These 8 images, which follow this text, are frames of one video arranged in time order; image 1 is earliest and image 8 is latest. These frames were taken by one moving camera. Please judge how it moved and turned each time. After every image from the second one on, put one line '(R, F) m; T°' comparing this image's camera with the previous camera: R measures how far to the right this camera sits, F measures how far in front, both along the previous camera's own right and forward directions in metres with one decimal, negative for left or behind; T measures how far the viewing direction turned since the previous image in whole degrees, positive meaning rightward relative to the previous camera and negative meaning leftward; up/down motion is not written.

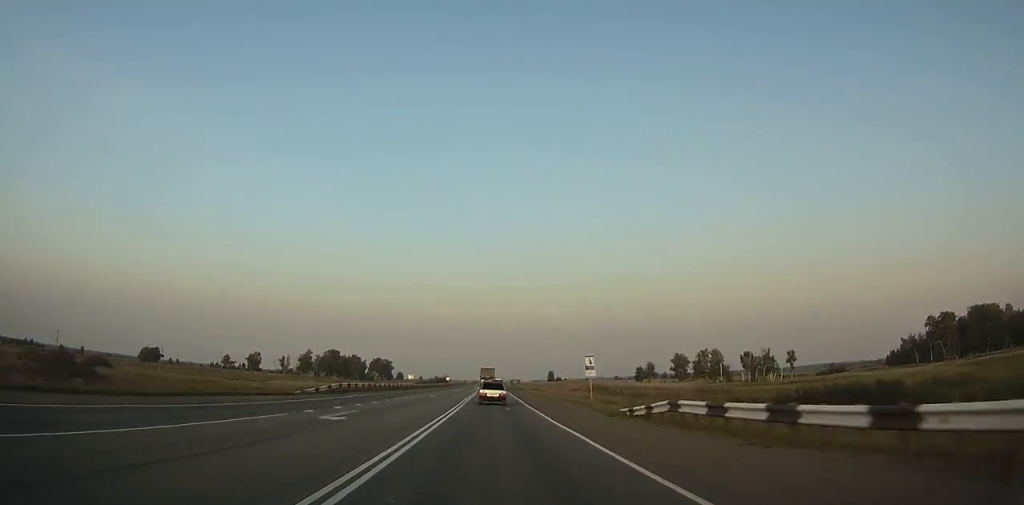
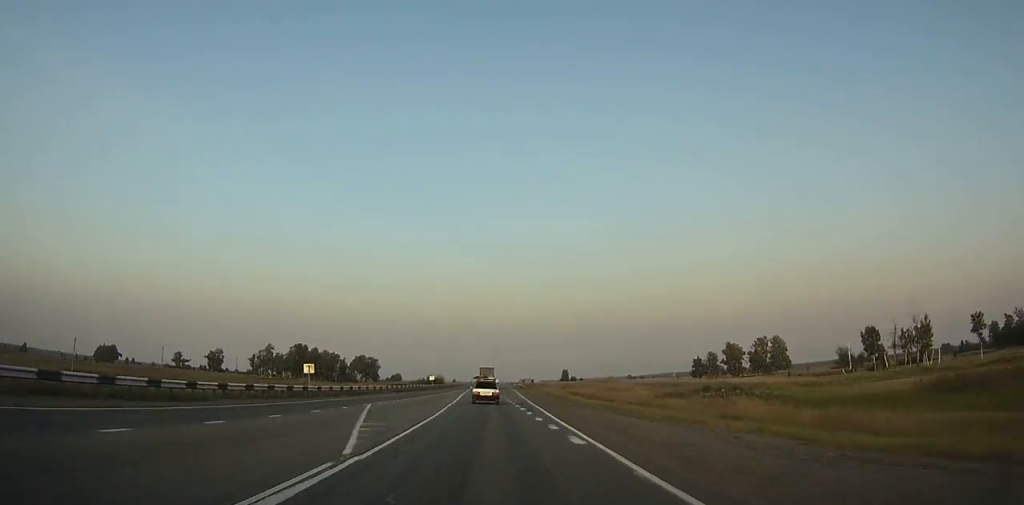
(-0.2, +62.9) m; -1°
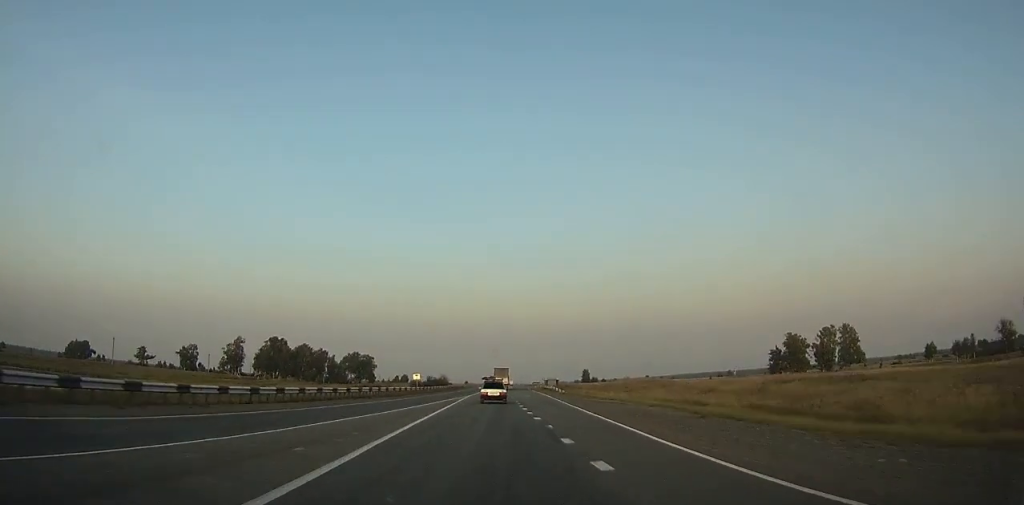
(-0.3, +43.3) m; -1°
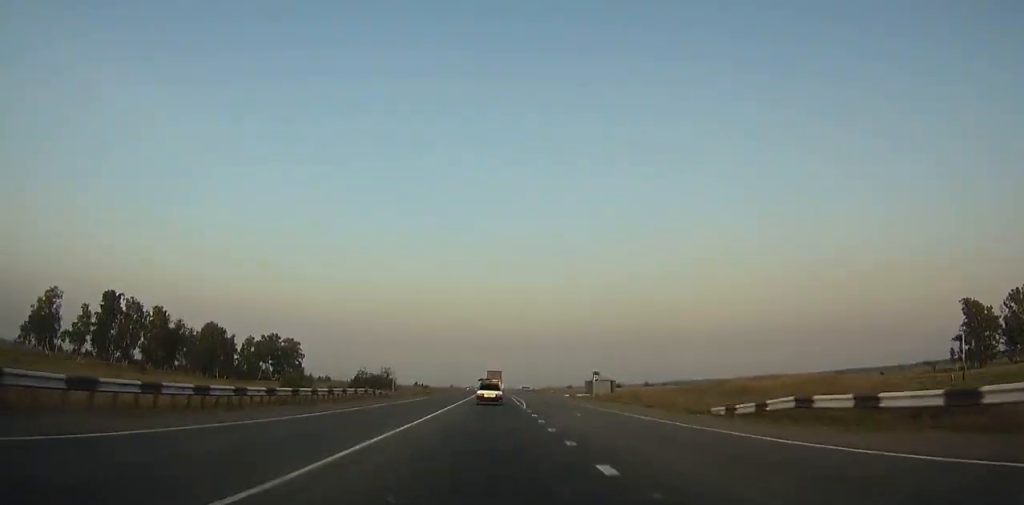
(-0.6, +93.1) m; 0°
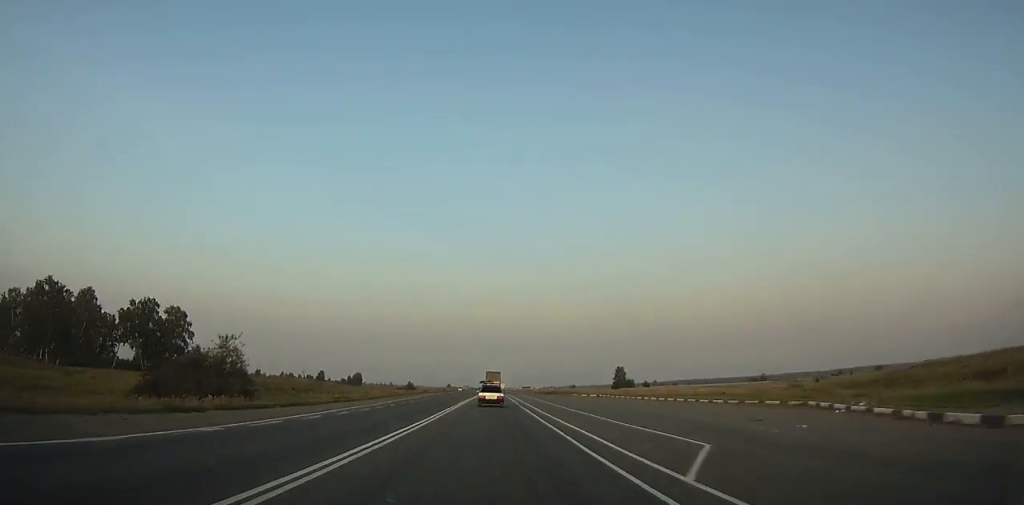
(+0.3, +71.5) m; +1°
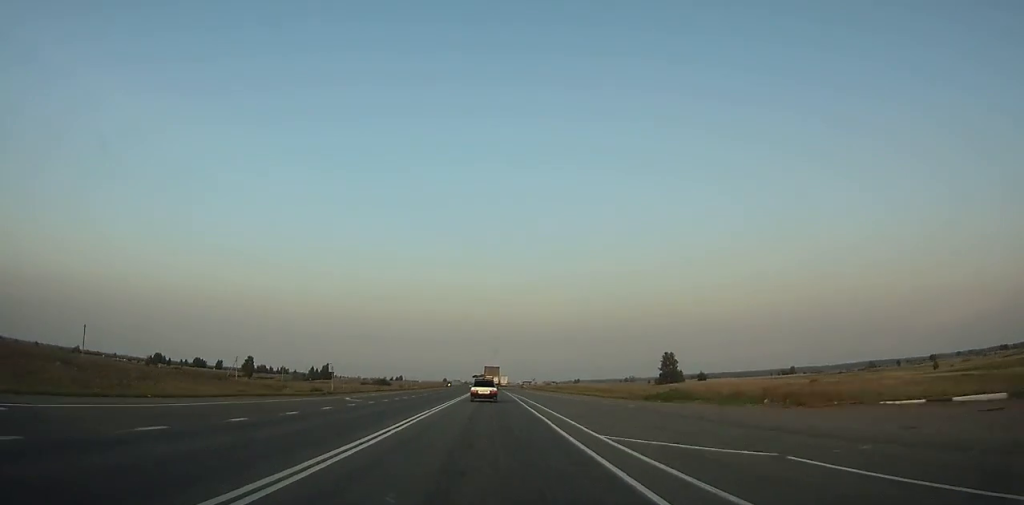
(+0.7, +81.3) m; +1°
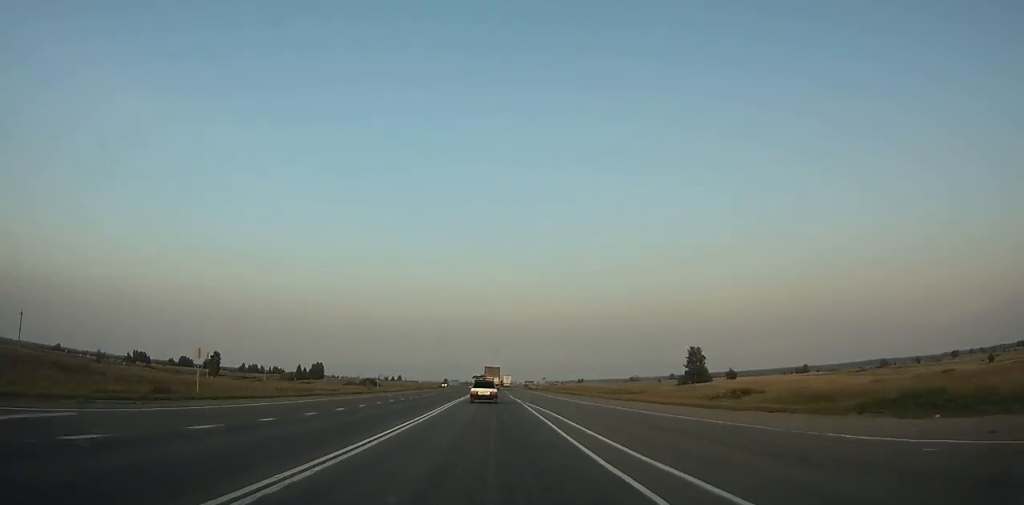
(+0.1, +25.8) m; 0°
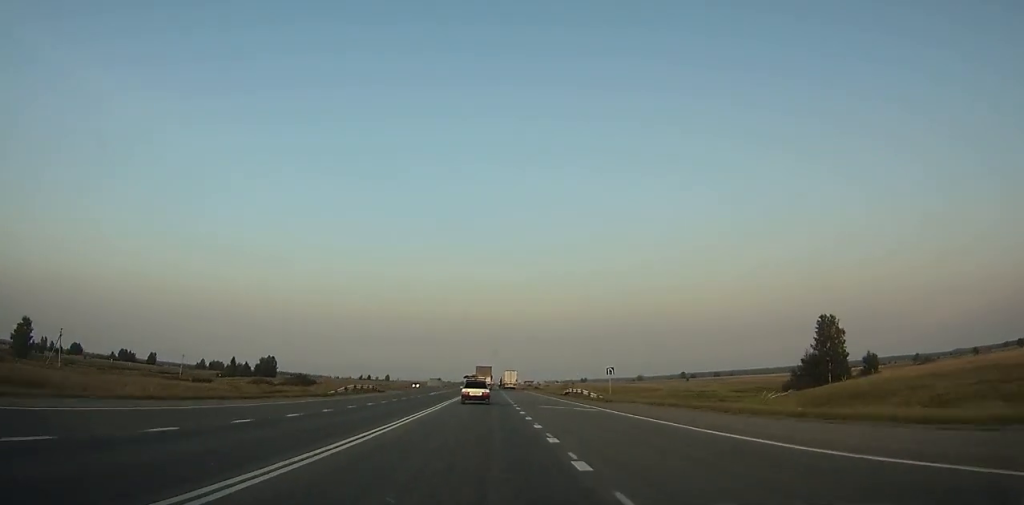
(-0.2, +77.0) m; 0°
